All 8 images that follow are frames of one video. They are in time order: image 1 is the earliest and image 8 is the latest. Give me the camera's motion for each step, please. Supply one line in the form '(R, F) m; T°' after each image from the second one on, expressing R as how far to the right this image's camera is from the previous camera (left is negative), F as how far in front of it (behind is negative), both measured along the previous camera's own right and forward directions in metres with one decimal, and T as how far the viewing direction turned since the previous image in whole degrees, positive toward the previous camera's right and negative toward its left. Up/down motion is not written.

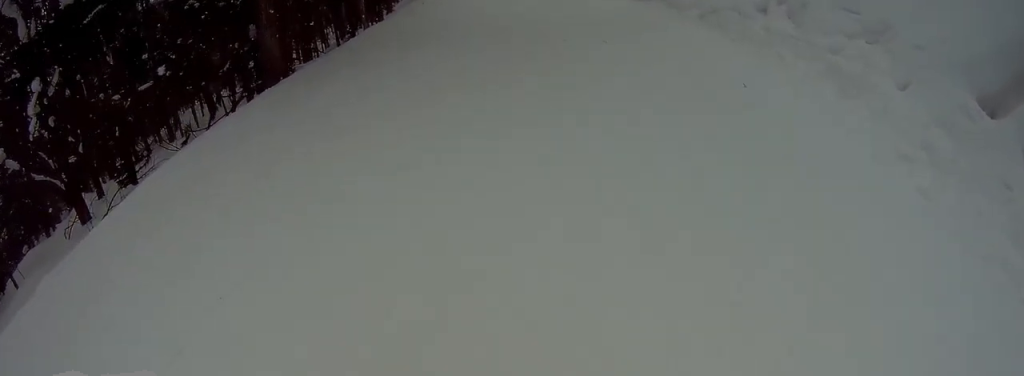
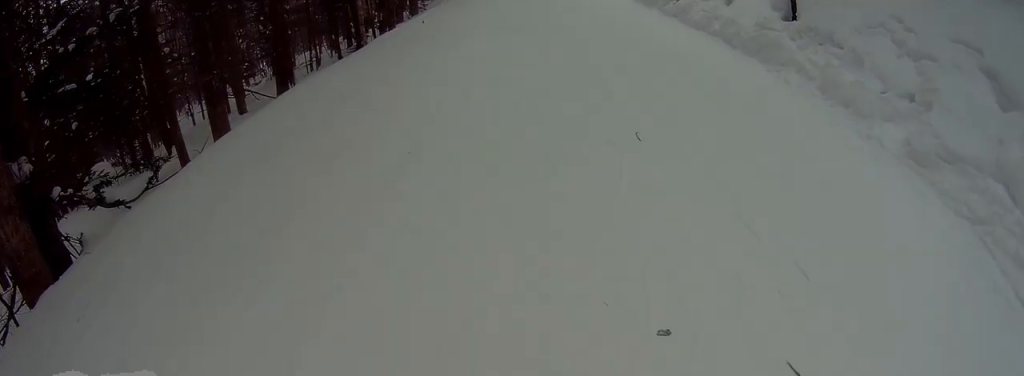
(+0.7, +6.0) m; -2°
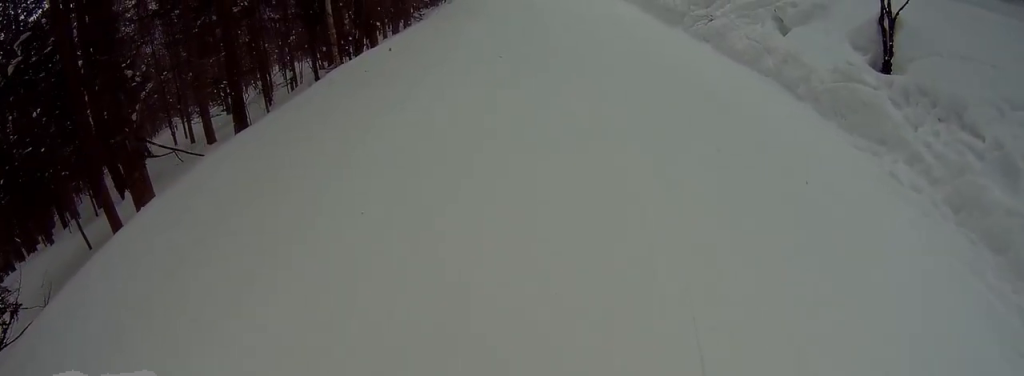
(-0.3, +2.9) m; -8°
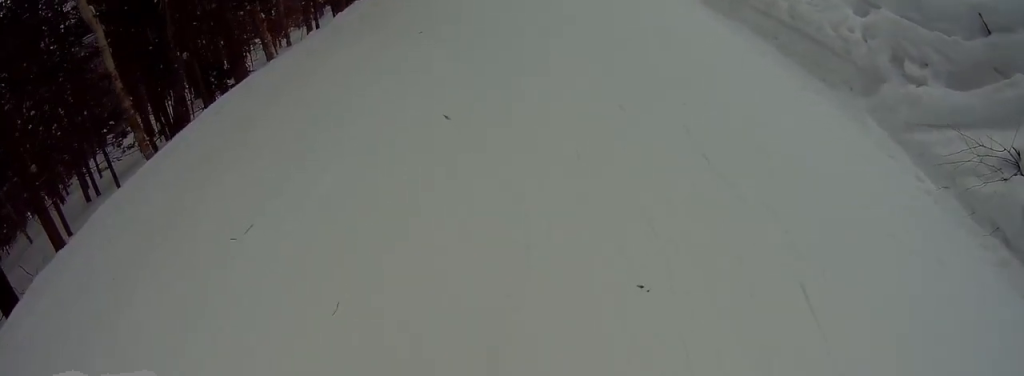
(-1.3, +8.6) m; -9°
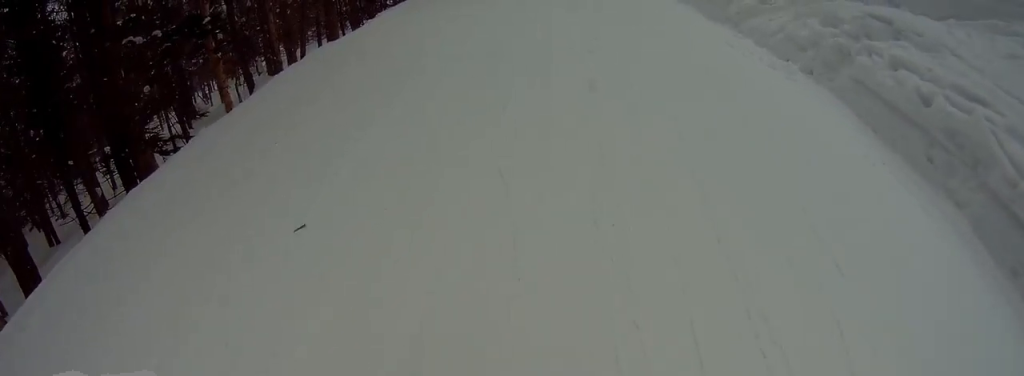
(+0.4, +4.3) m; -5°
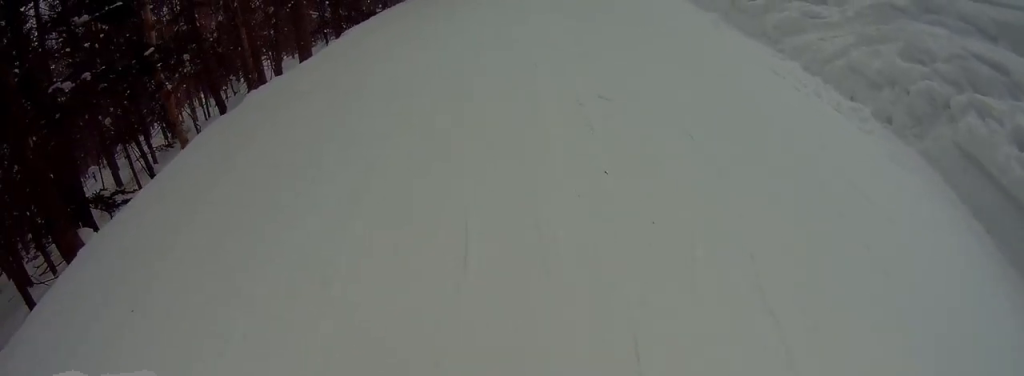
(-0.2, +1.7) m; +1°
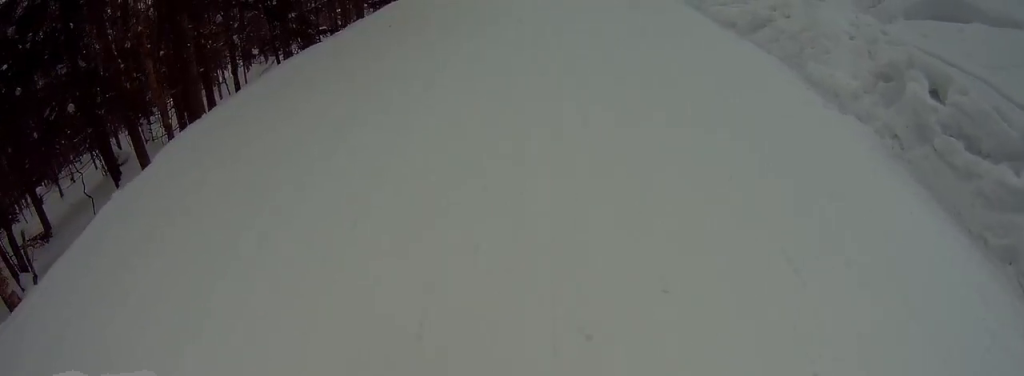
(+0.1, +4.9) m; +16°
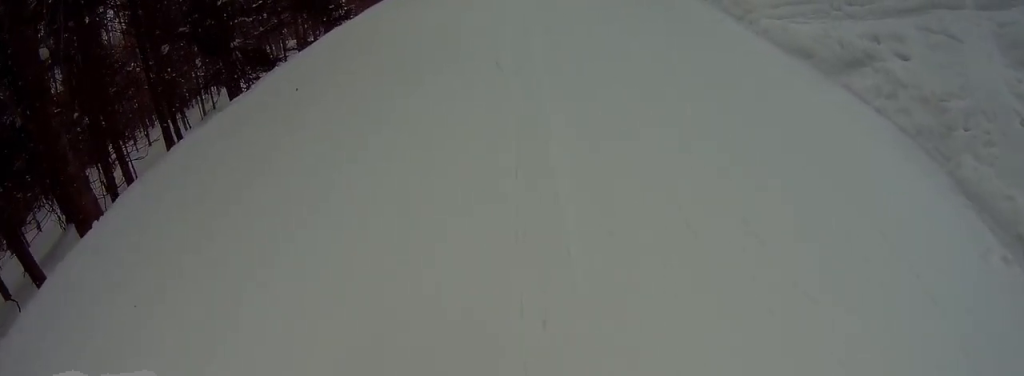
(+0.5, +3.2) m; +9°
